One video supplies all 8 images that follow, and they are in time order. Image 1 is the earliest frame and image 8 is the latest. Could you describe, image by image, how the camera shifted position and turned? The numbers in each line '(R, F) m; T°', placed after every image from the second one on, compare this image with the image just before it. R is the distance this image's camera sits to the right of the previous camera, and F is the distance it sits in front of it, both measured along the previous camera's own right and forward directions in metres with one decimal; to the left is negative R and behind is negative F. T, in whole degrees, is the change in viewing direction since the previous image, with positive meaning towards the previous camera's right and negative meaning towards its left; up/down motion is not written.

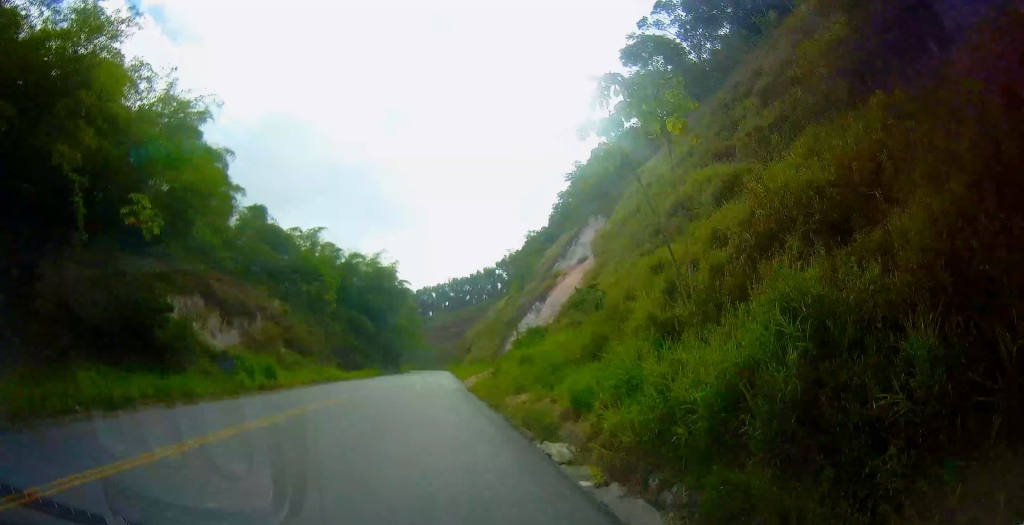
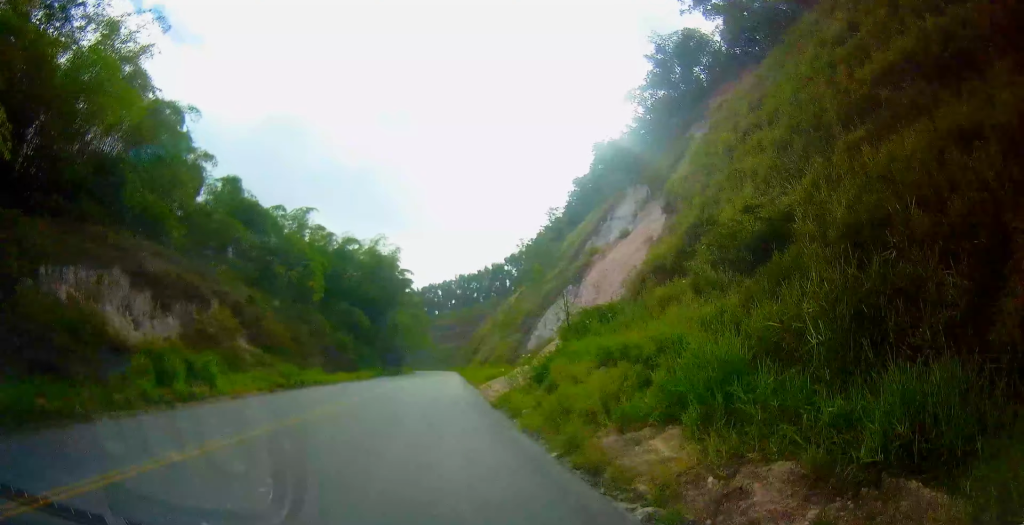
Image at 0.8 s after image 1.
(-0.2, +12.6) m; 0°
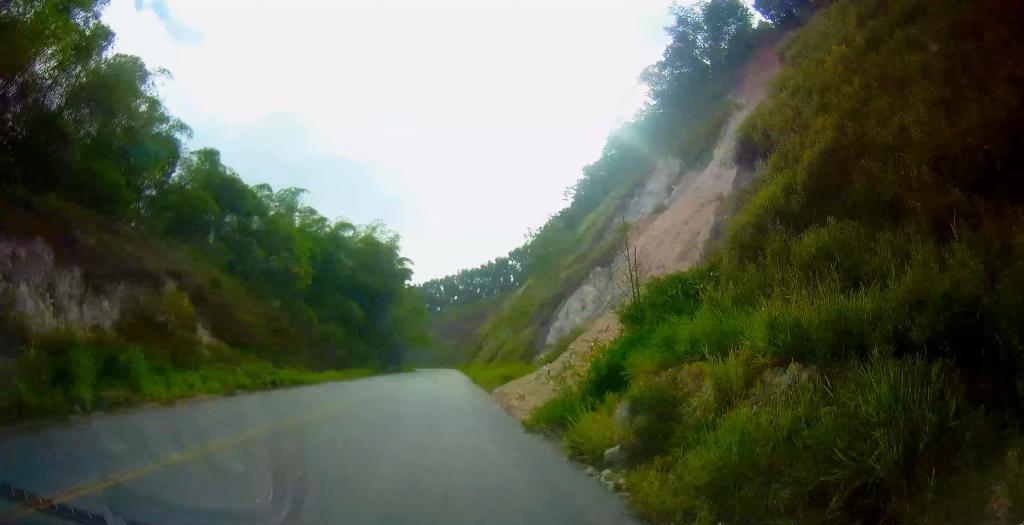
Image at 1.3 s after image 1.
(+0.2, +7.9) m; +1°
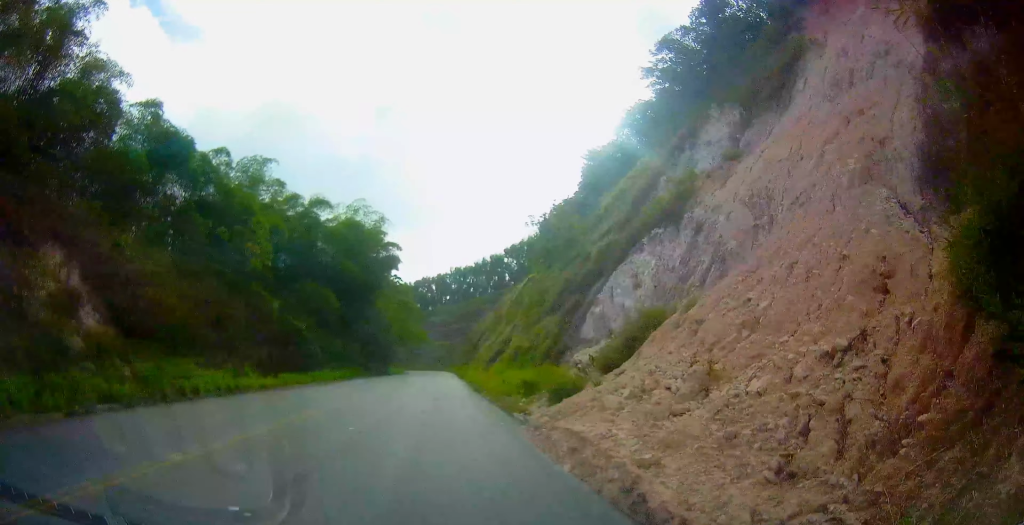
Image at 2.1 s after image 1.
(+0.1, +12.4) m; +2°
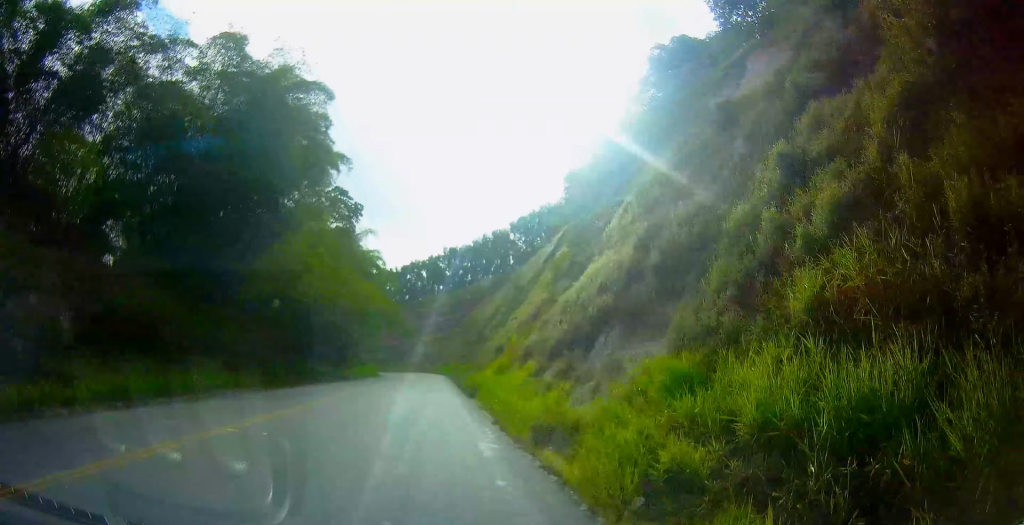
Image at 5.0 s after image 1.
(-0.6, +45.0) m; -2°
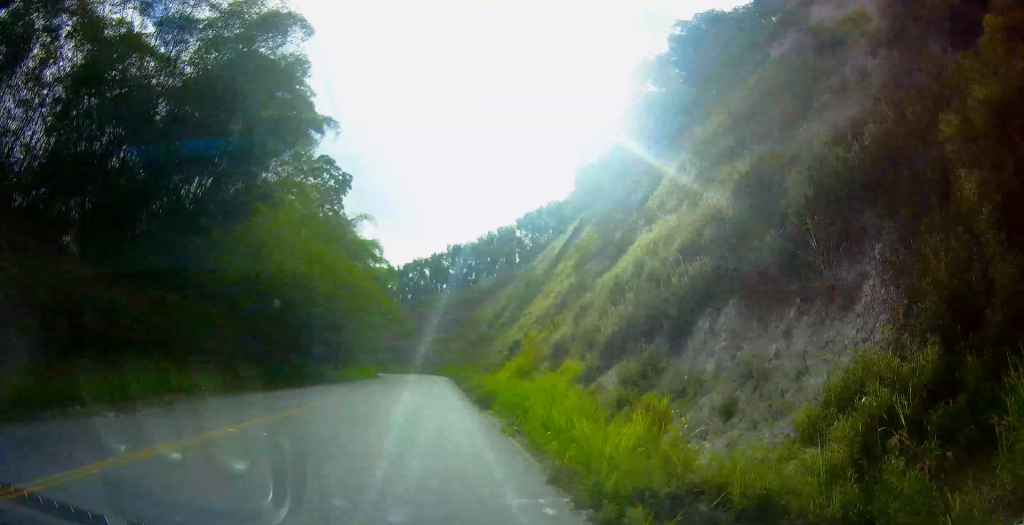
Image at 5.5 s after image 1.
(+0.6, +7.5) m; 0°
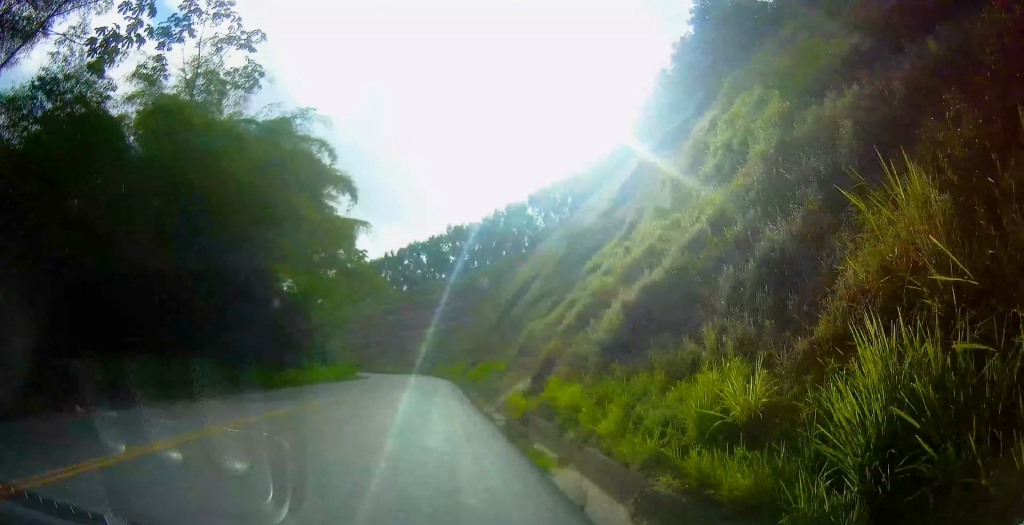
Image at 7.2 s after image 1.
(-1.3, +25.8) m; +1°
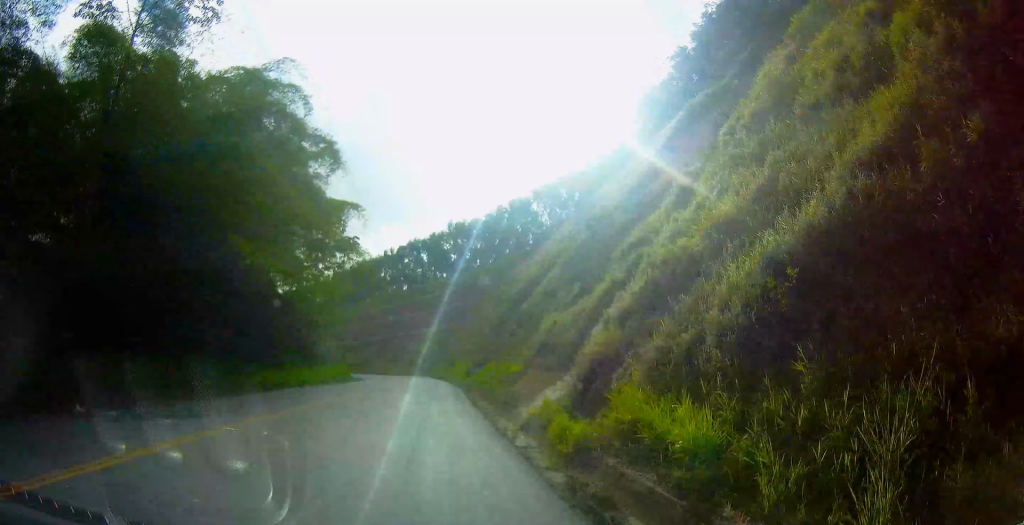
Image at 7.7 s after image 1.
(+0.1, +6.8) m; +1°
